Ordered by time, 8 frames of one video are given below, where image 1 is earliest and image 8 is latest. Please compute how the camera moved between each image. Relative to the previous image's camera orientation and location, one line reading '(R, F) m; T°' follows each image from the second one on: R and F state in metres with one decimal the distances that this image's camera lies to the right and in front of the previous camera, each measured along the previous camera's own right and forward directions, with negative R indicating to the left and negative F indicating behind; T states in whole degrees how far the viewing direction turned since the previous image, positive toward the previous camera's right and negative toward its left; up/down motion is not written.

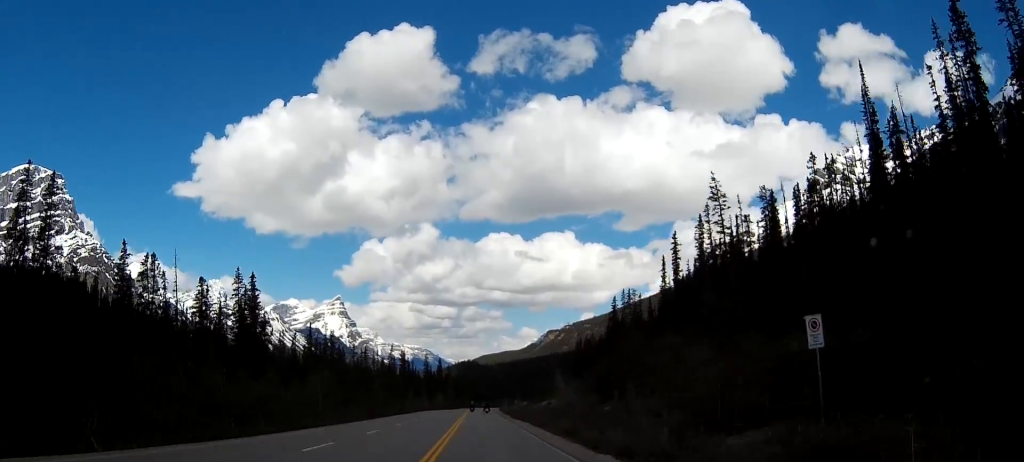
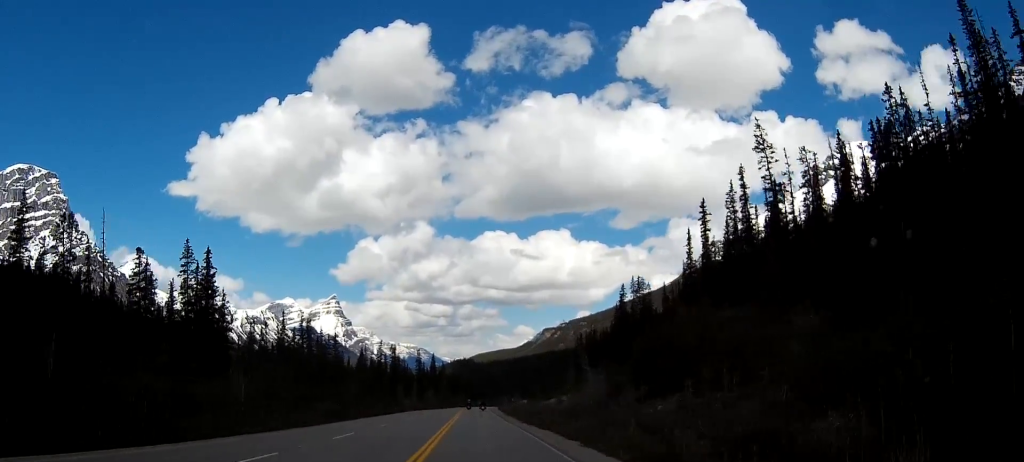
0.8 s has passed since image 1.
(0.0, +19.7) m; 0°
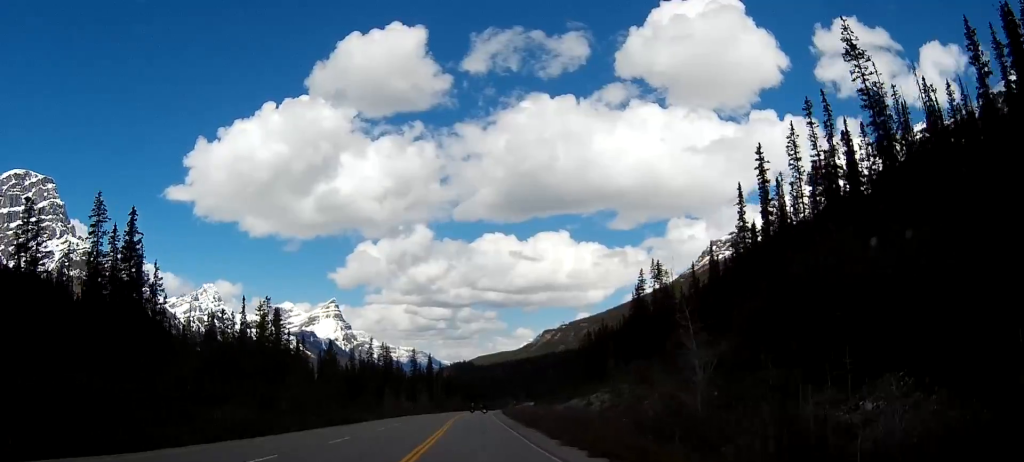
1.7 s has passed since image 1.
(+0.1, +24.9) m; +1°
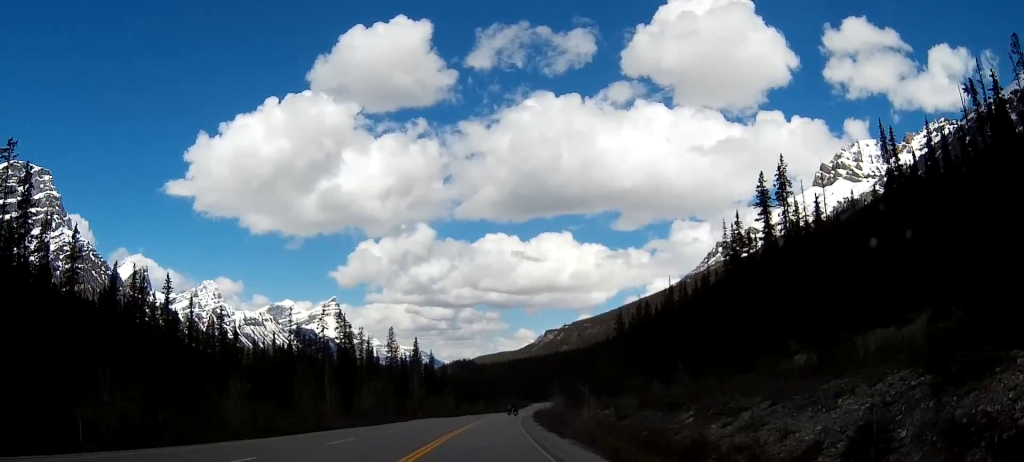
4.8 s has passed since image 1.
(+0.2, +79.0) m; 0°
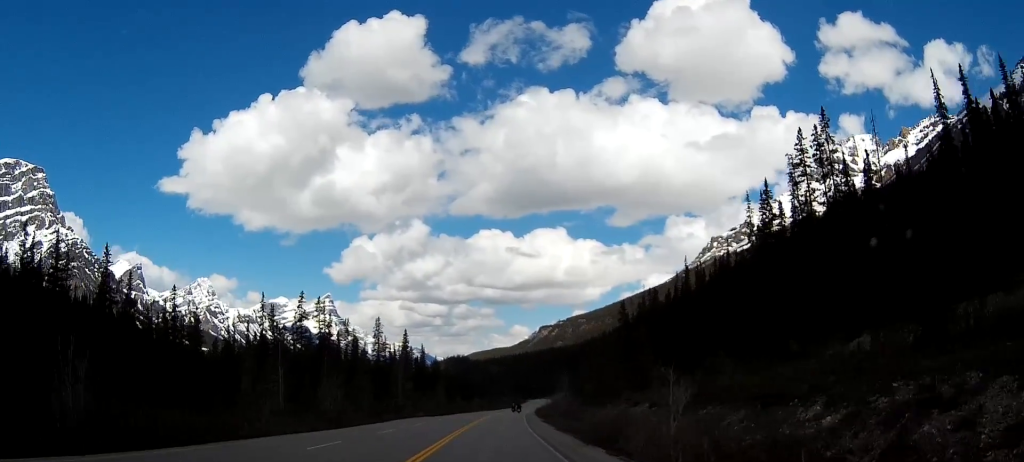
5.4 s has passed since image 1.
(0.0, +16.3) m; 0°
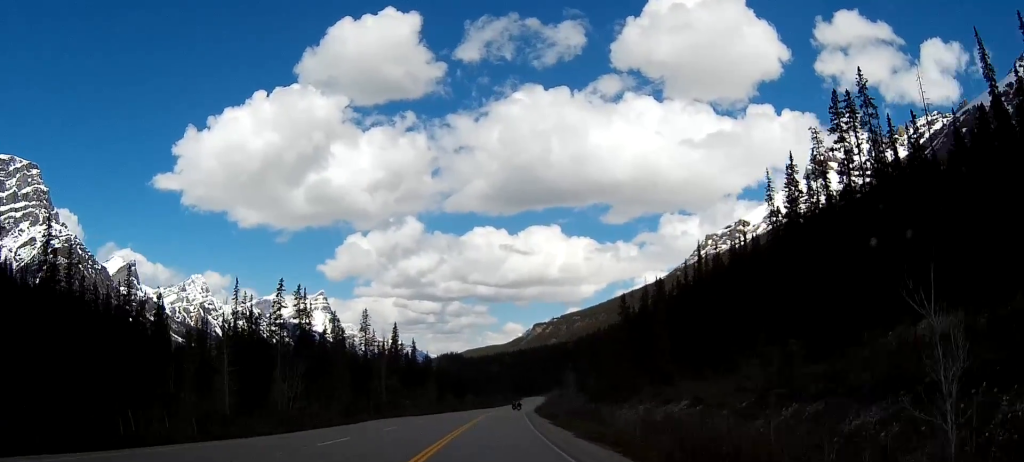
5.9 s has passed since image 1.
(+0.1, +12.0) m; +1°
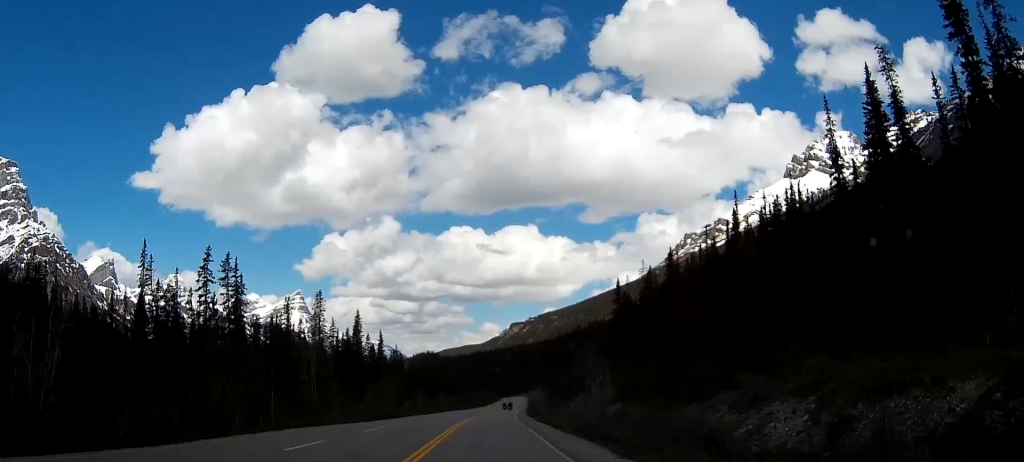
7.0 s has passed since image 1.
(+0.3, +29.2) m; +1°
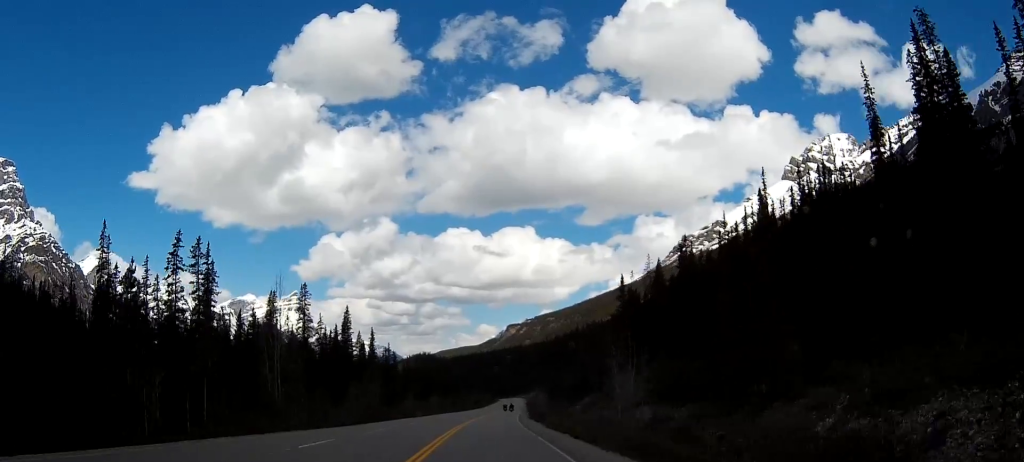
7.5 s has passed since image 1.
(0.0, +11.2) m; 0°
